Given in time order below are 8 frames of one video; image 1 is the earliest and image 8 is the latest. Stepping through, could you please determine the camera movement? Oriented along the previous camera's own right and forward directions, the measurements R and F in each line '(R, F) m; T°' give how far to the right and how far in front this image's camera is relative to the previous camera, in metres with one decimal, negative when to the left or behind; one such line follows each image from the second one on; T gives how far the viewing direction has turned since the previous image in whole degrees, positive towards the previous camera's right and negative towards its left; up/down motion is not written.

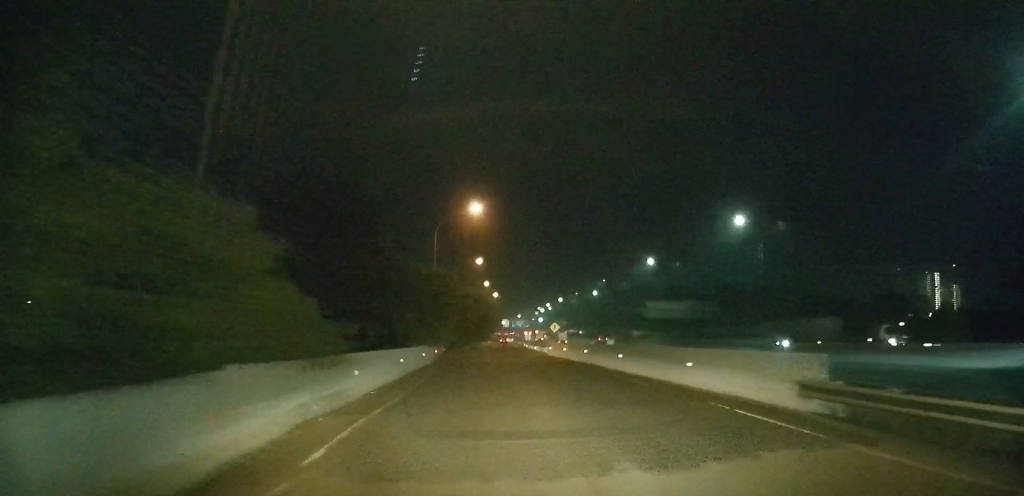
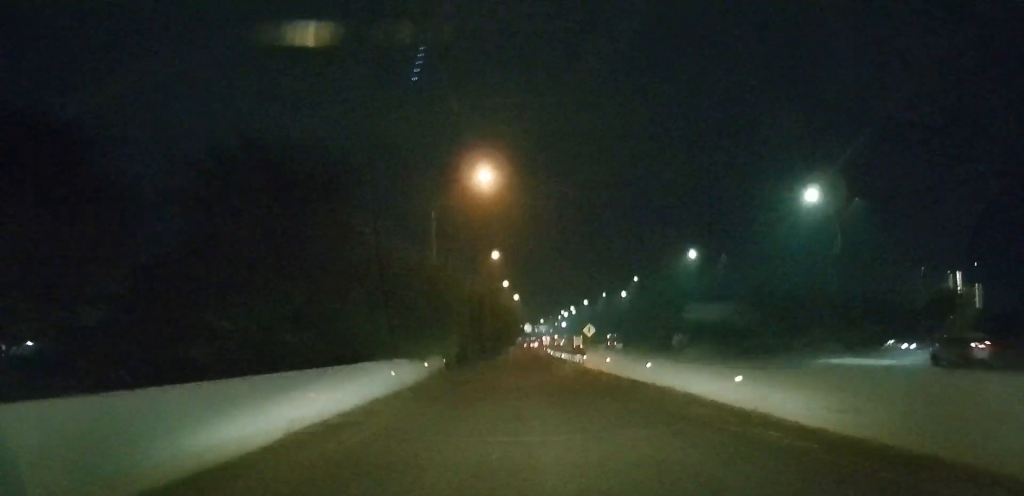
(-0.2, +14.1) m; -2°
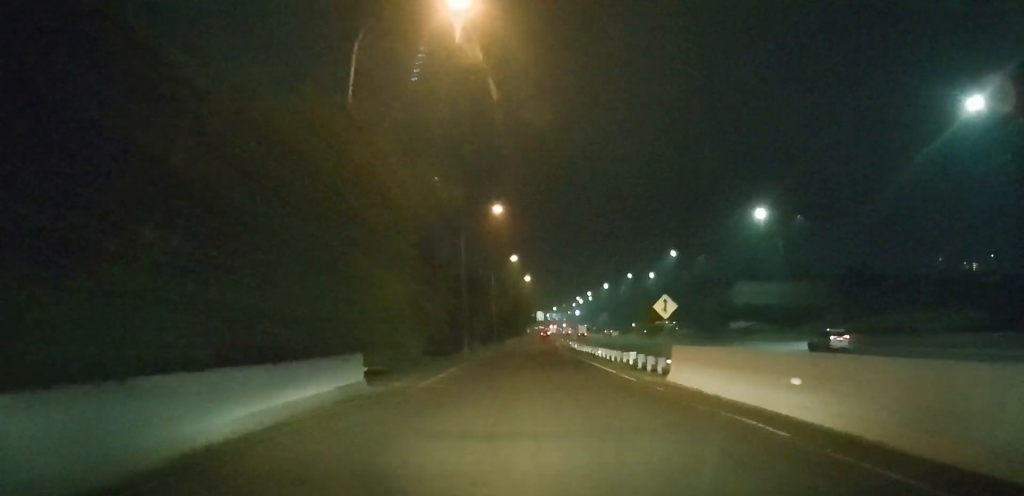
(-0.7, +23.7) m; -2°
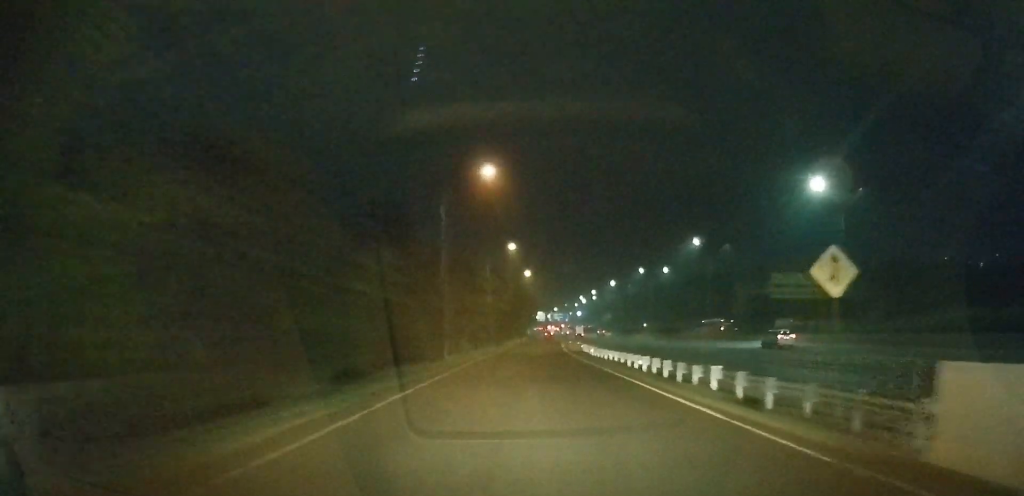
(+0.1, +13.9) m; 0°
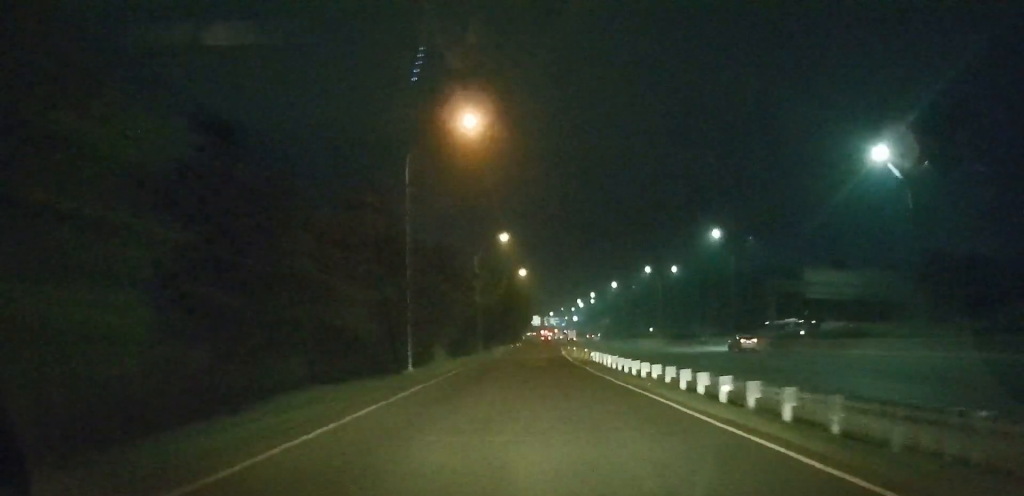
(0.0, +10.9) m; 0°
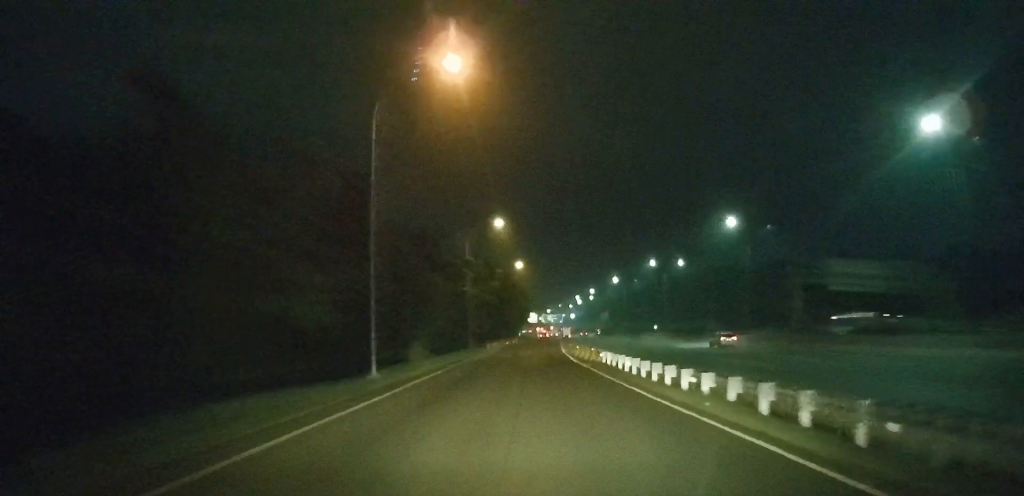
(0.0, +6.1) m; 0°
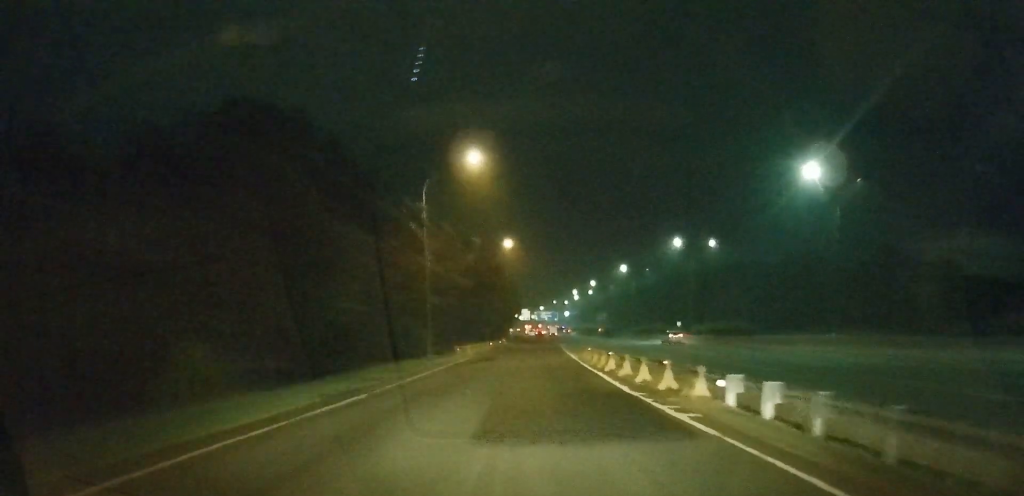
(+0.2, +19.4) m; +1°
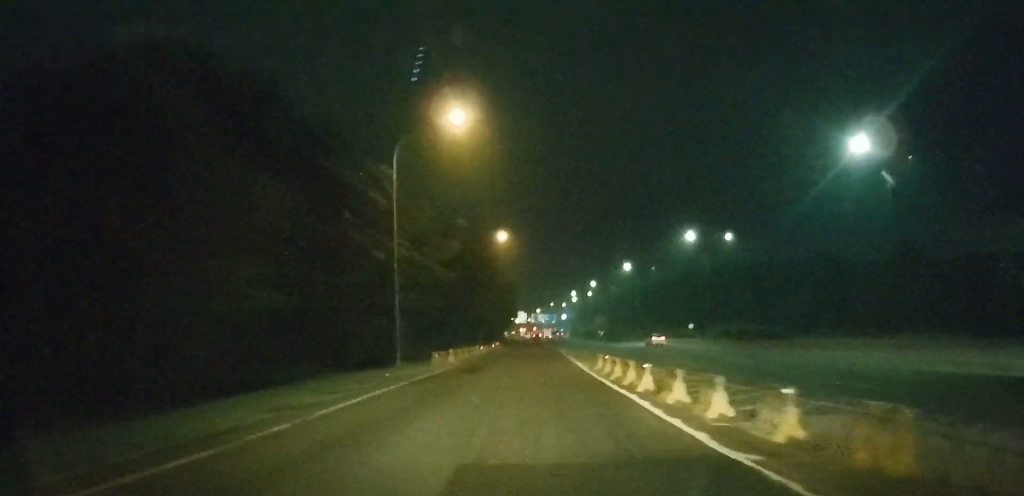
(0.0, +7.7) m; 0°
